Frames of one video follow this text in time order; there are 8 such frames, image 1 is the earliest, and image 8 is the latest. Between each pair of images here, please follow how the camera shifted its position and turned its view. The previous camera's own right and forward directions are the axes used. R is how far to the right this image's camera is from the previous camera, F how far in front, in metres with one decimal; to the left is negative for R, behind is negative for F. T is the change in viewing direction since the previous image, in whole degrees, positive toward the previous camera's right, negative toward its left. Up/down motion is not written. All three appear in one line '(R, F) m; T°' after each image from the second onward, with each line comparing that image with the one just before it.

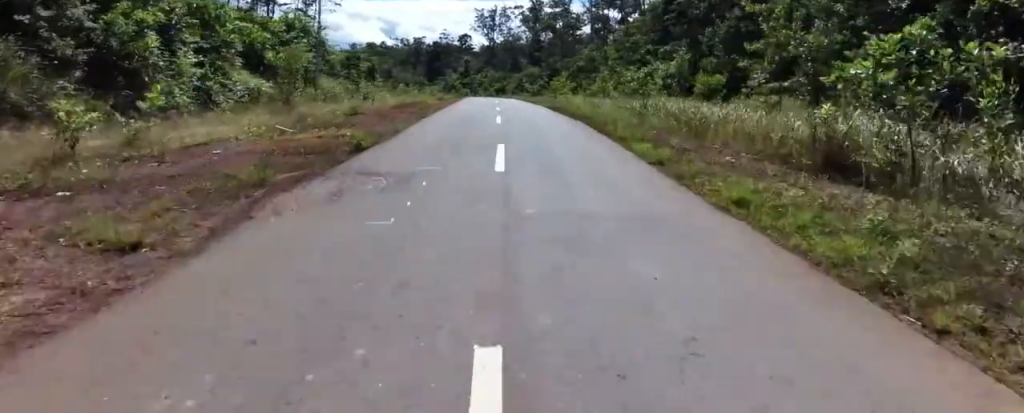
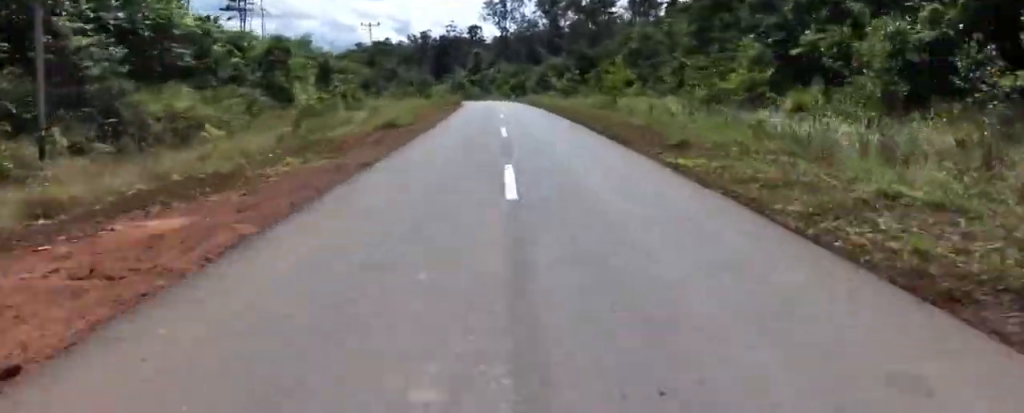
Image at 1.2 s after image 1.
(+0.3, +26.2) m; +2°
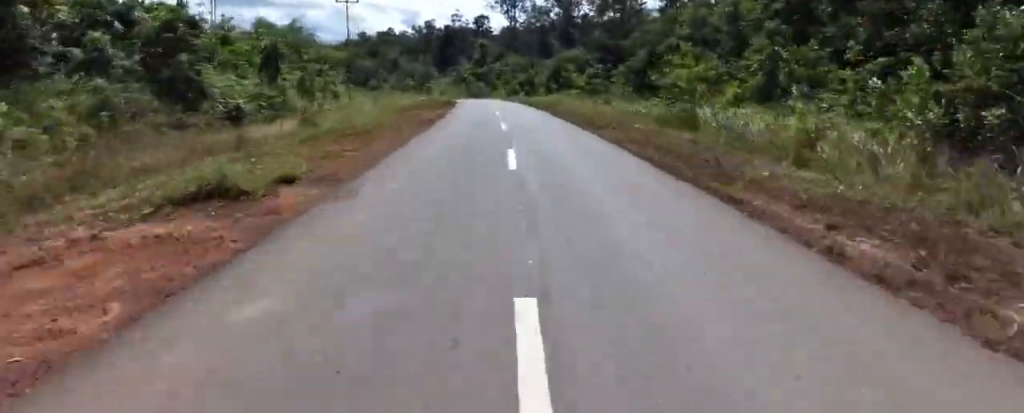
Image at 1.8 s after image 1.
(+0.3, +13.4) m; +1°
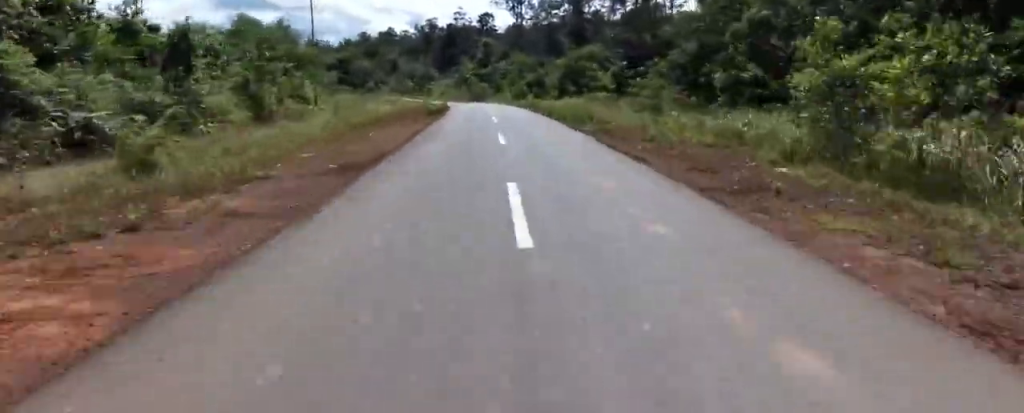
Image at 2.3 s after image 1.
(0.0, +11.1) m; -1°
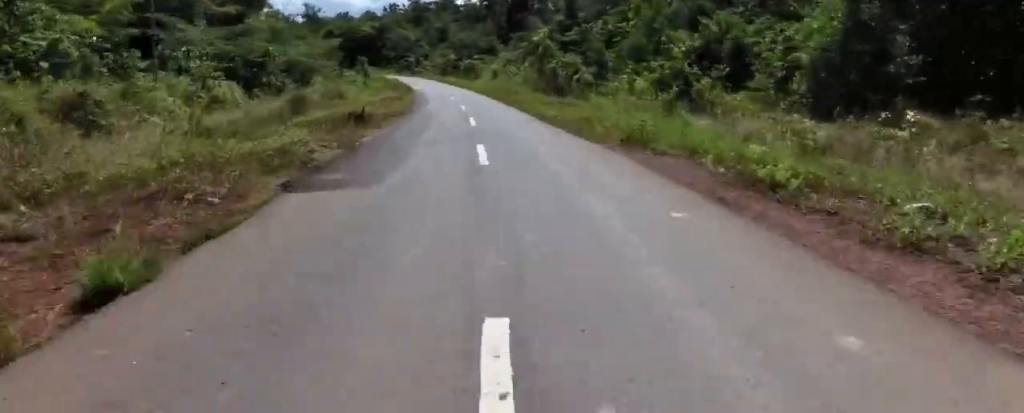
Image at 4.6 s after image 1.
(-4.5, +52.1) m; -11°
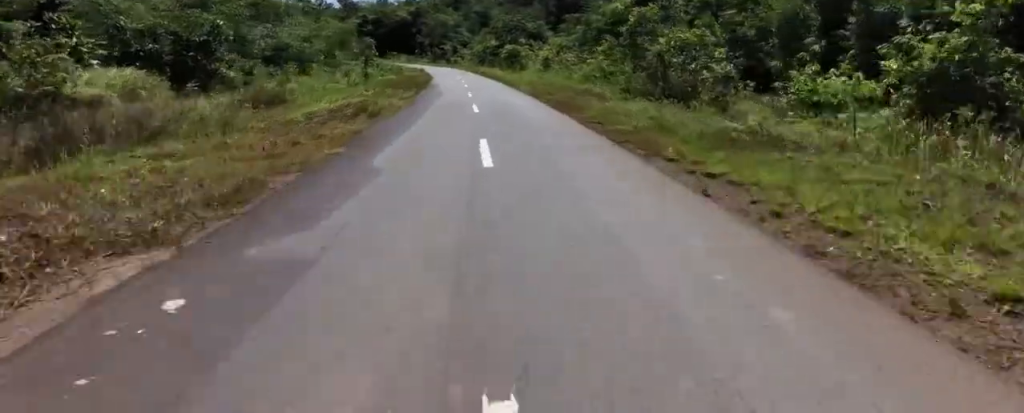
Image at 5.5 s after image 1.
(-0.2, +17.3) m; -2°
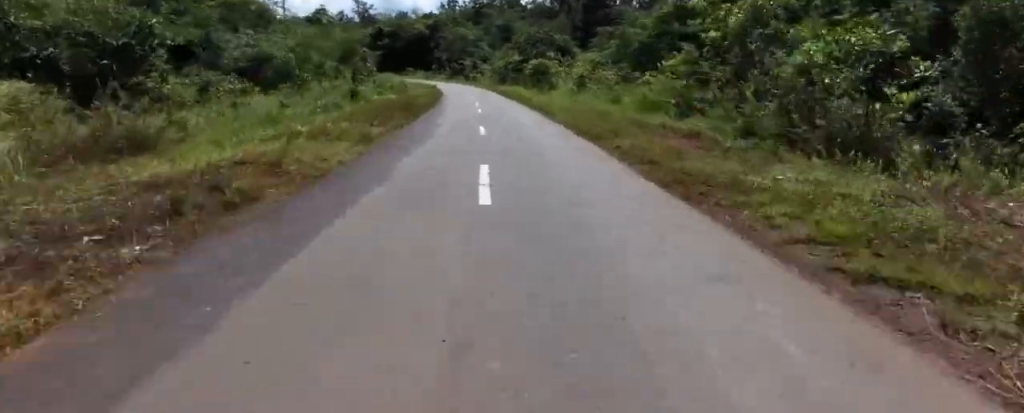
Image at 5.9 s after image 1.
(+0.1, +10.1) m; -1°
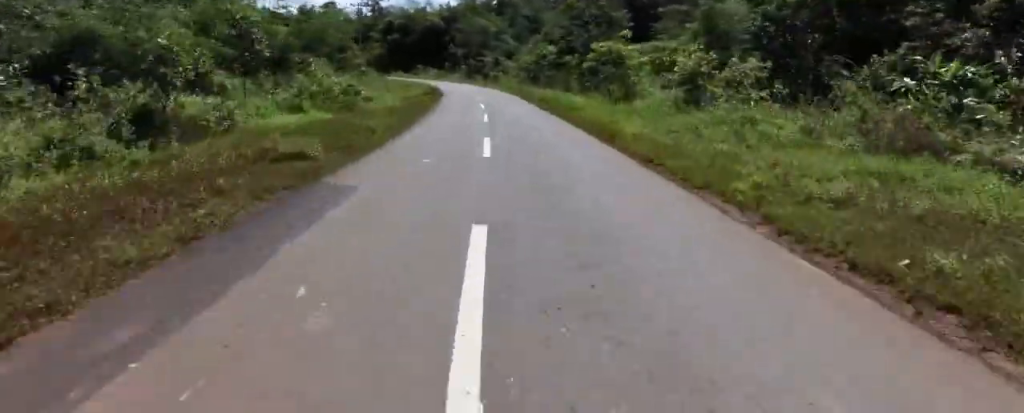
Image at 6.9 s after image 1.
(-0.6, +20.2) m; -2°
